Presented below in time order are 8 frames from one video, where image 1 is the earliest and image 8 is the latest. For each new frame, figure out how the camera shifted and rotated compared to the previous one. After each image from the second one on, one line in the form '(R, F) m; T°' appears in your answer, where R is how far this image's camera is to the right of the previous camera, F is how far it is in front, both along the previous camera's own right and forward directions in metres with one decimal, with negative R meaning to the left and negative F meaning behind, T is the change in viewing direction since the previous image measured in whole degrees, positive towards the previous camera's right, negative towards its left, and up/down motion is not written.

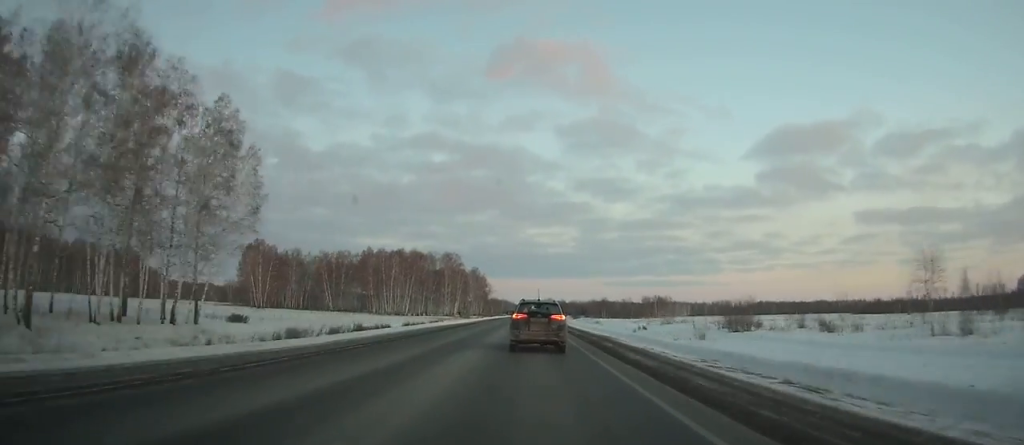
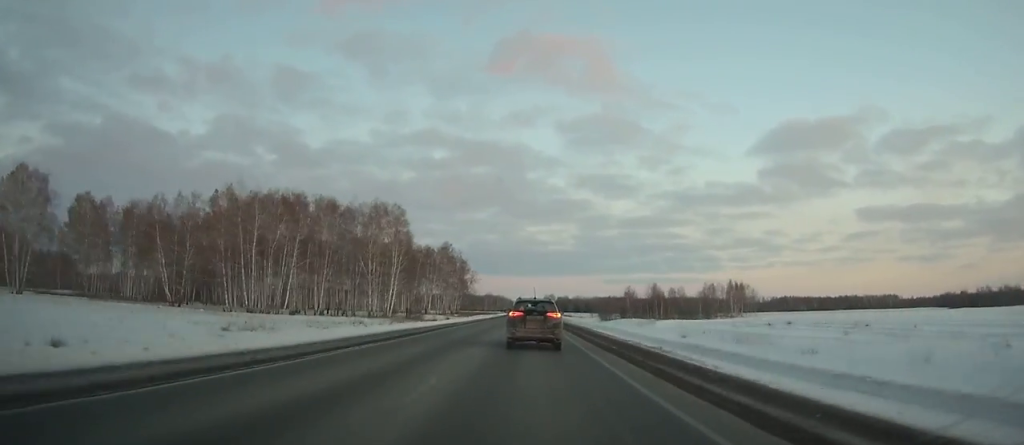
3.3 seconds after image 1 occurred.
(+0.3, +89.2) m; 0°
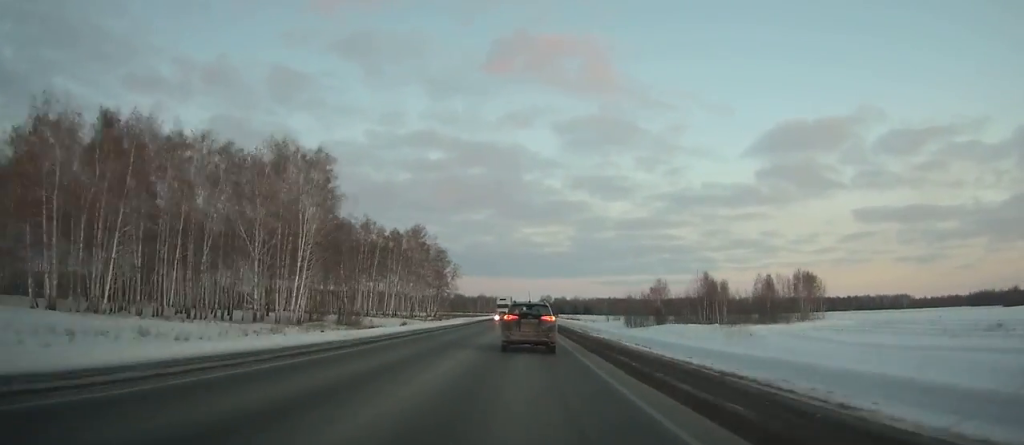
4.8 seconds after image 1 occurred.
(+0.2, +41.0) m; 0°
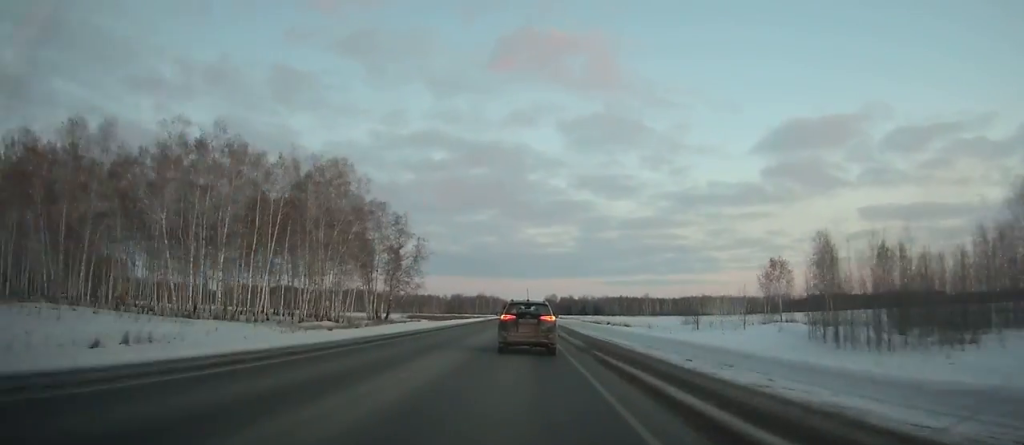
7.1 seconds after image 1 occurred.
(0.0, +62.9) m; 0°
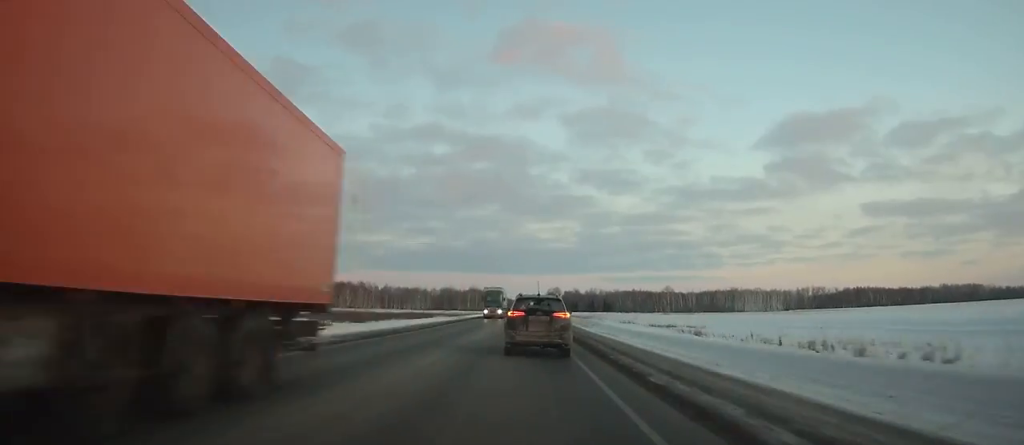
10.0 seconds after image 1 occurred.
(-0.2, +79.3) m; 0°
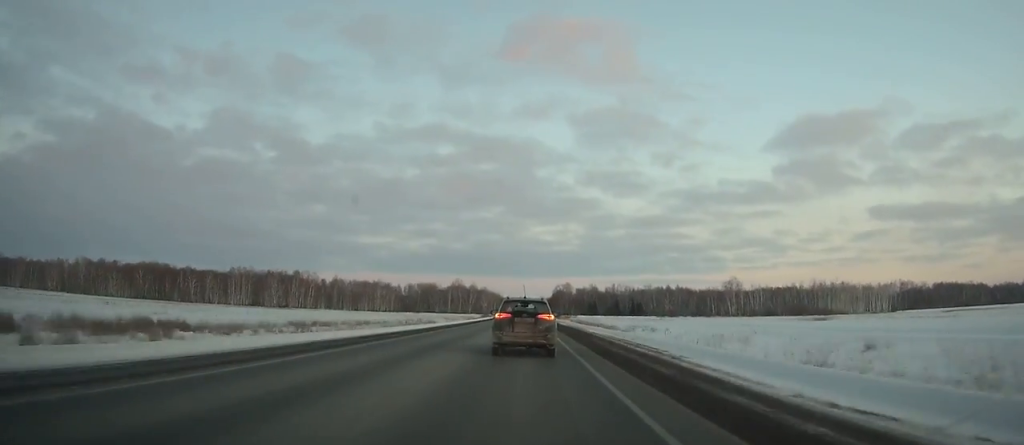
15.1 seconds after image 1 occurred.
(+0.5, +138.3) m; 0°
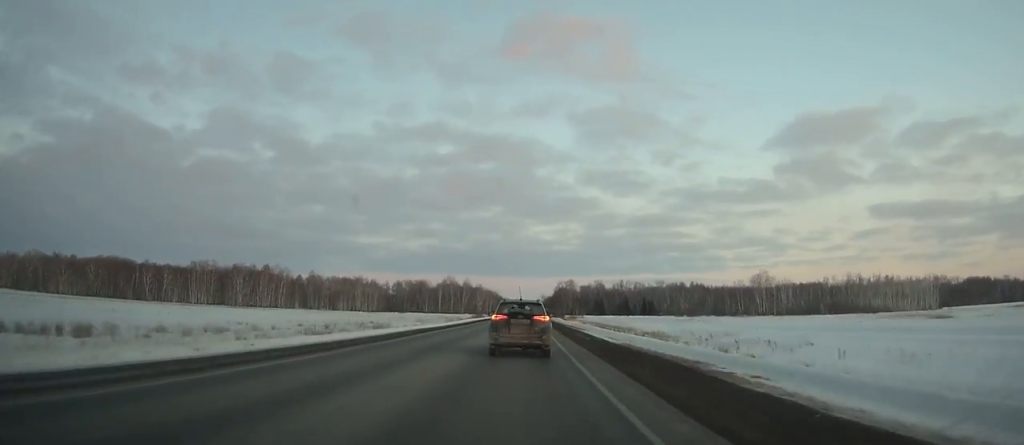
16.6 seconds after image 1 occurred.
(-0.1, +40.4) m; 0°
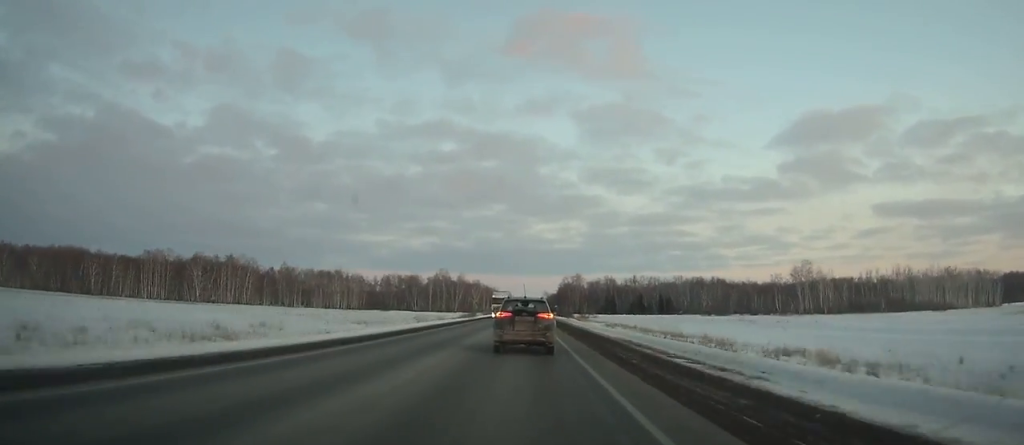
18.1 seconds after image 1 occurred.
(0.0, +40.5) m; 0°
